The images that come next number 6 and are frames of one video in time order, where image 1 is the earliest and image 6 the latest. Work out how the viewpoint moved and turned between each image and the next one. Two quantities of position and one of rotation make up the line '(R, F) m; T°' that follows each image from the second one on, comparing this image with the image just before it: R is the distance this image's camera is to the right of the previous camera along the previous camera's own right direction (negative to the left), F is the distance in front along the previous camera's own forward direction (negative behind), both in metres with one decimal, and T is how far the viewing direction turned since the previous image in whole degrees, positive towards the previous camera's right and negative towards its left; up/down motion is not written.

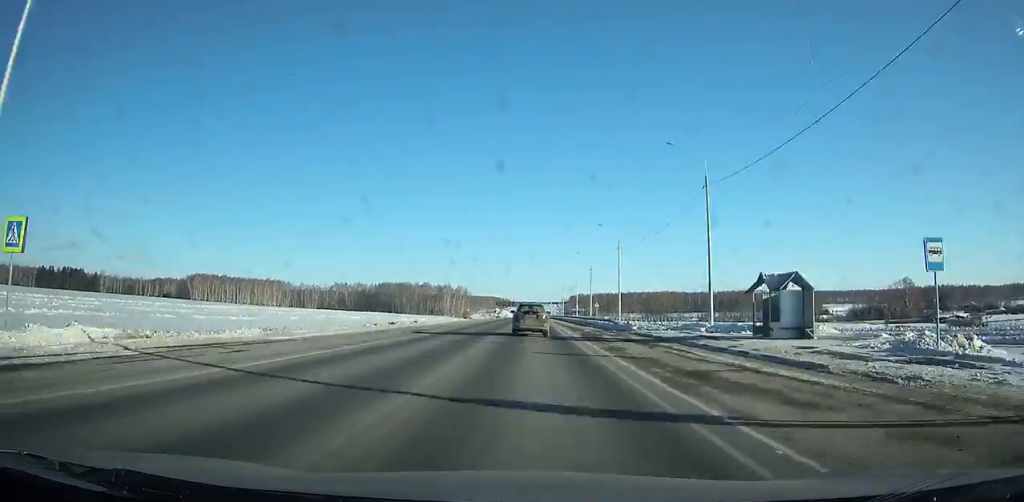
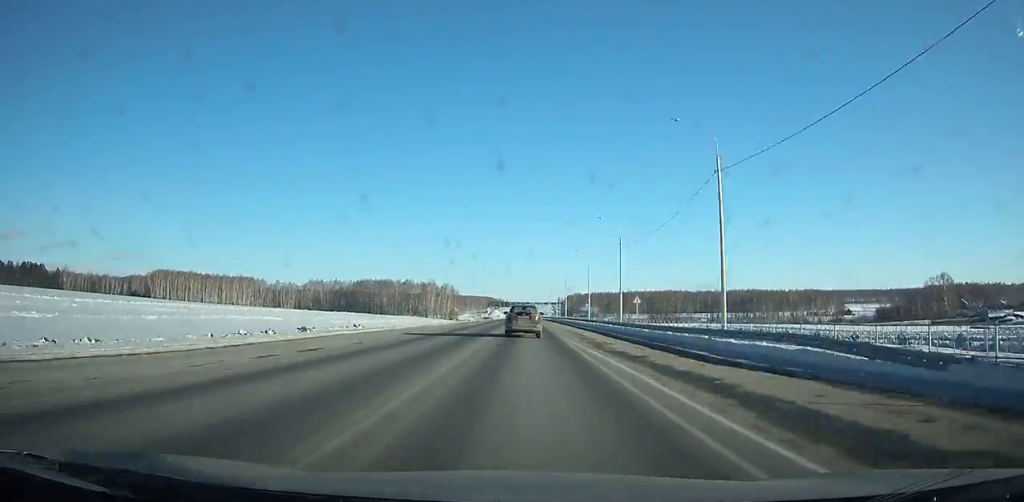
(0.0, +41.9) m; 0°
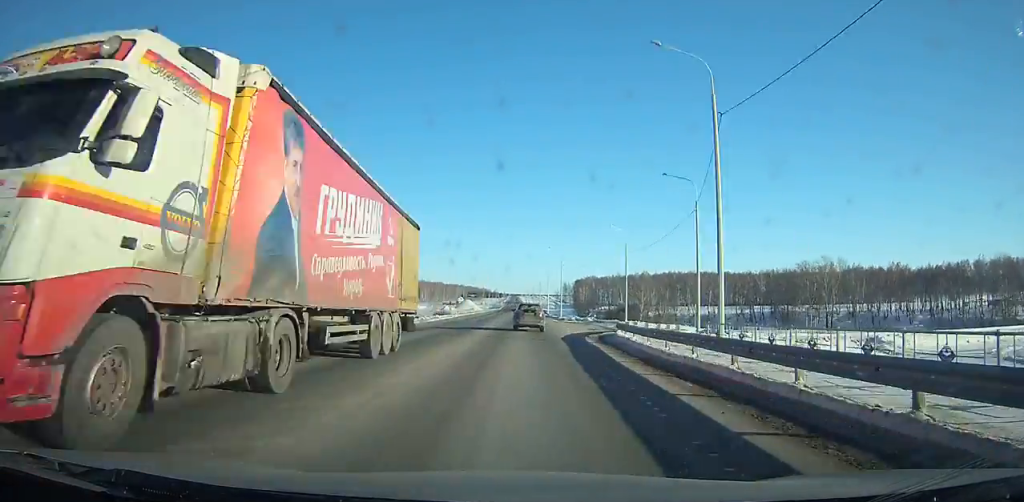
(+0.4, +198.7) m; 0°
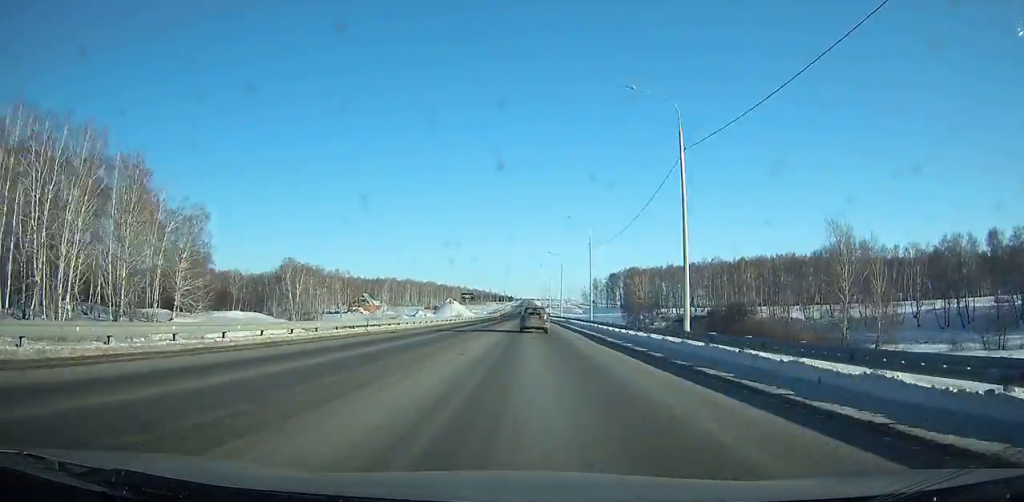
(-0.3, +116.3) m; 0°
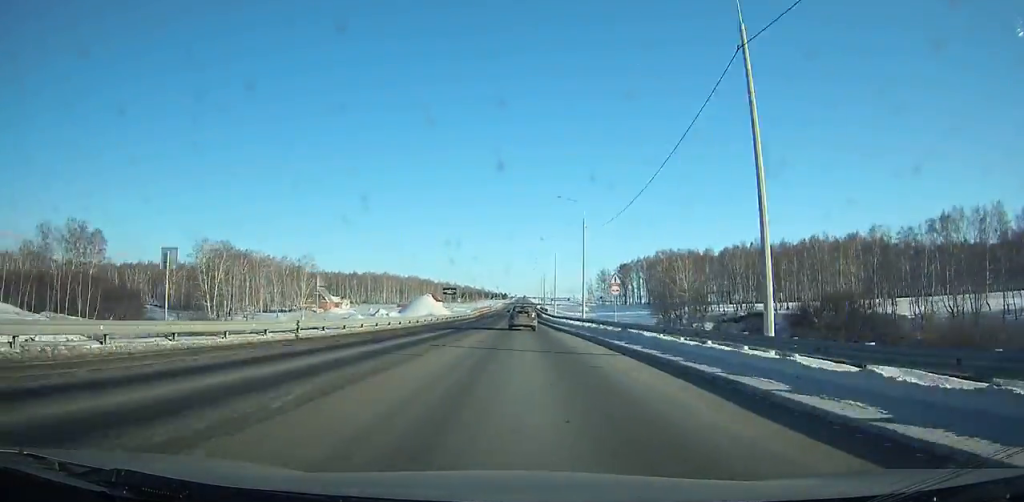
(-0.1, +50.2) m; 0°
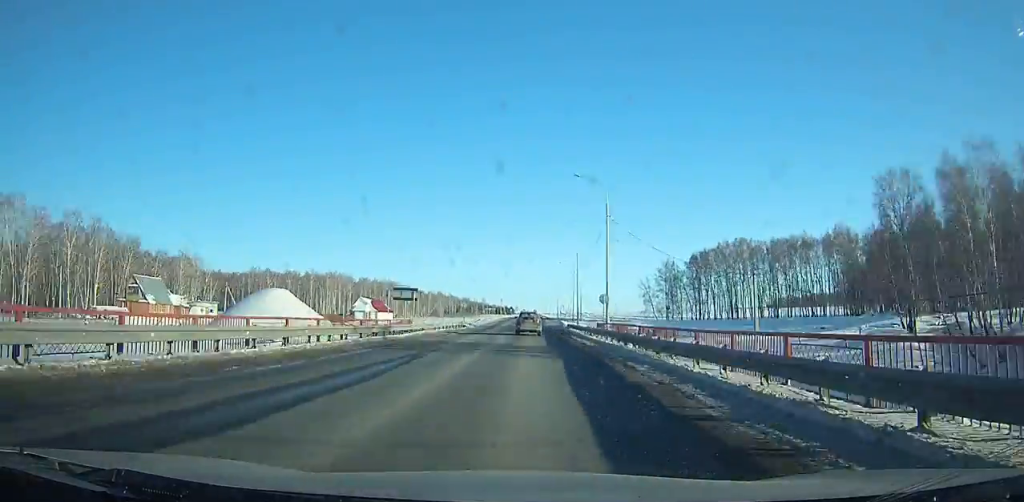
(+0.1, +106.3) m; 0°
